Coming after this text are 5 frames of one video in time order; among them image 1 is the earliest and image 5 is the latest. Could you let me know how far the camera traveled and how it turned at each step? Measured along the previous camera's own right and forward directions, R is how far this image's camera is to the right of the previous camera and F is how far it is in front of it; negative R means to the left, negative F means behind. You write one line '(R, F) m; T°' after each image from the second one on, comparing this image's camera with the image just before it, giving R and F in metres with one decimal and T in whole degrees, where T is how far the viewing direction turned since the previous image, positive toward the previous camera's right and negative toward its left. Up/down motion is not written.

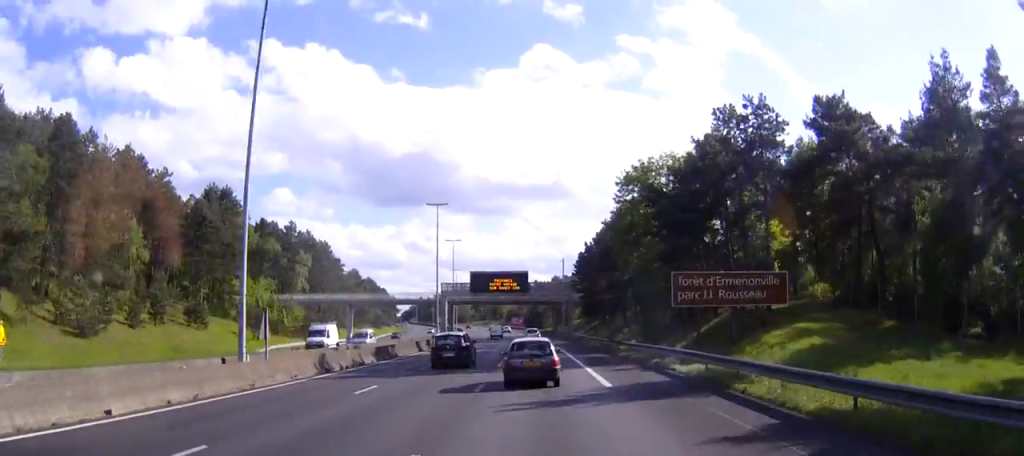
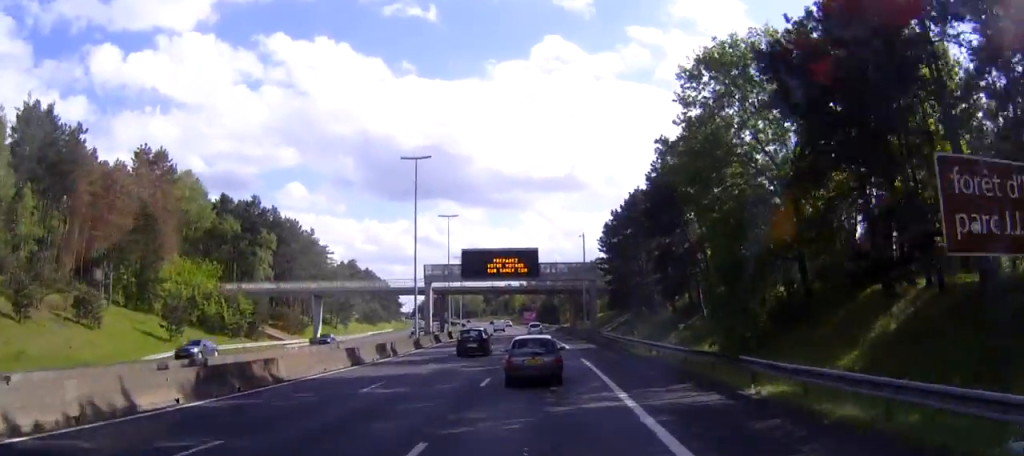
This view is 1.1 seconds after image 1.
(-0.2, +25.1) m; -1°
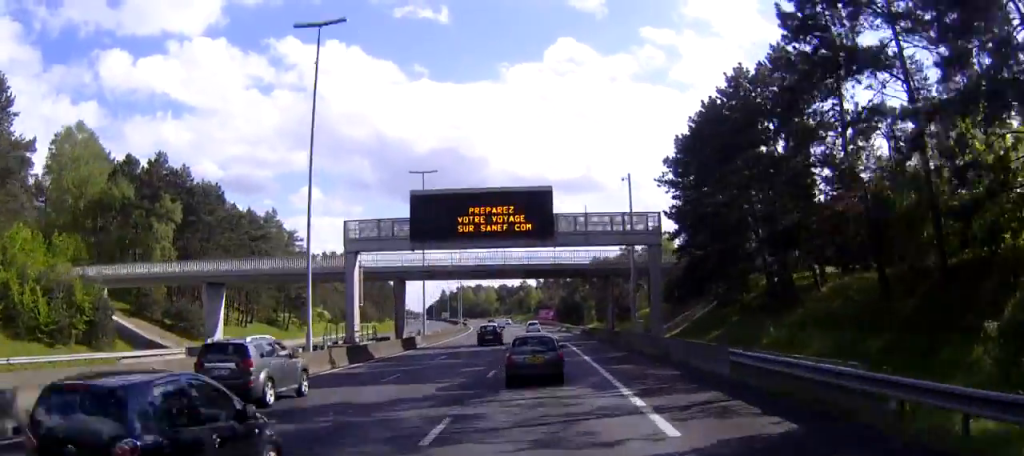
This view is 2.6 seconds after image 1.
(-0.7, +36.7) m; -4°
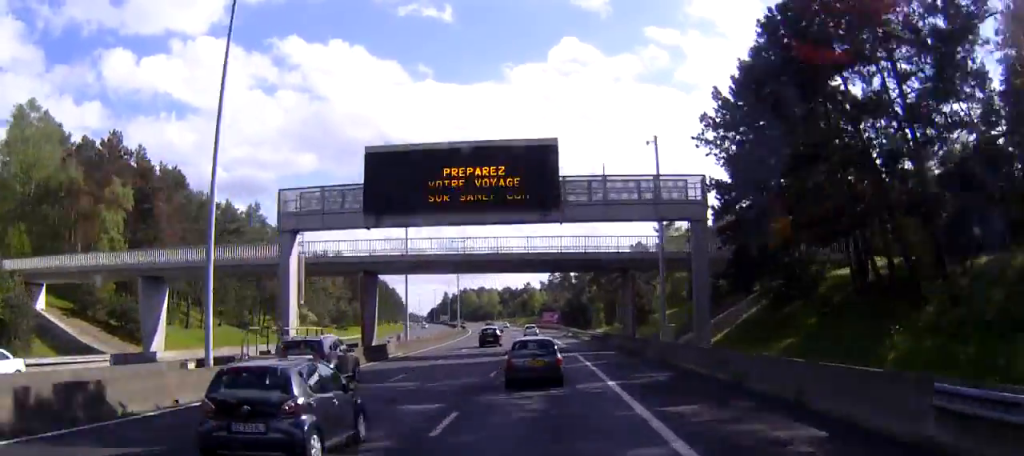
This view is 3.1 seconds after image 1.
(-0.4, +11.9) m; -1°
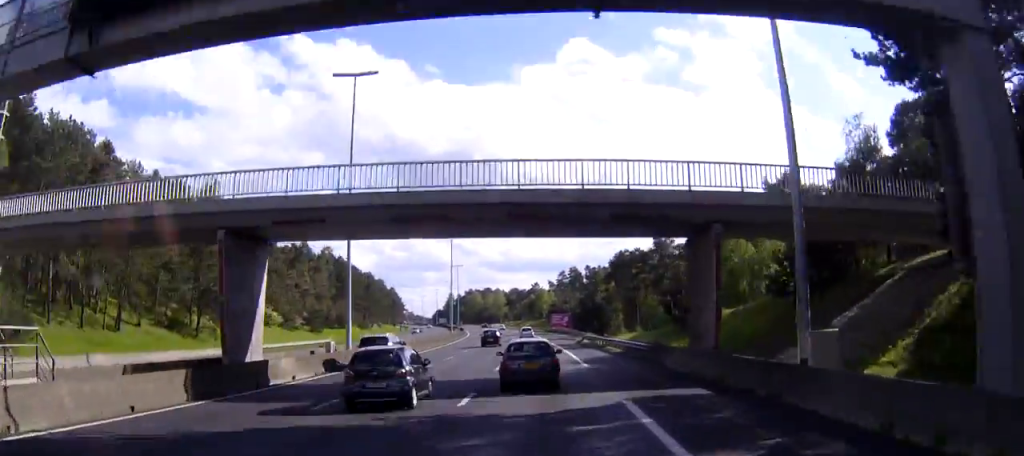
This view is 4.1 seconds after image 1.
(-0.3, +22.4) m; -1°
